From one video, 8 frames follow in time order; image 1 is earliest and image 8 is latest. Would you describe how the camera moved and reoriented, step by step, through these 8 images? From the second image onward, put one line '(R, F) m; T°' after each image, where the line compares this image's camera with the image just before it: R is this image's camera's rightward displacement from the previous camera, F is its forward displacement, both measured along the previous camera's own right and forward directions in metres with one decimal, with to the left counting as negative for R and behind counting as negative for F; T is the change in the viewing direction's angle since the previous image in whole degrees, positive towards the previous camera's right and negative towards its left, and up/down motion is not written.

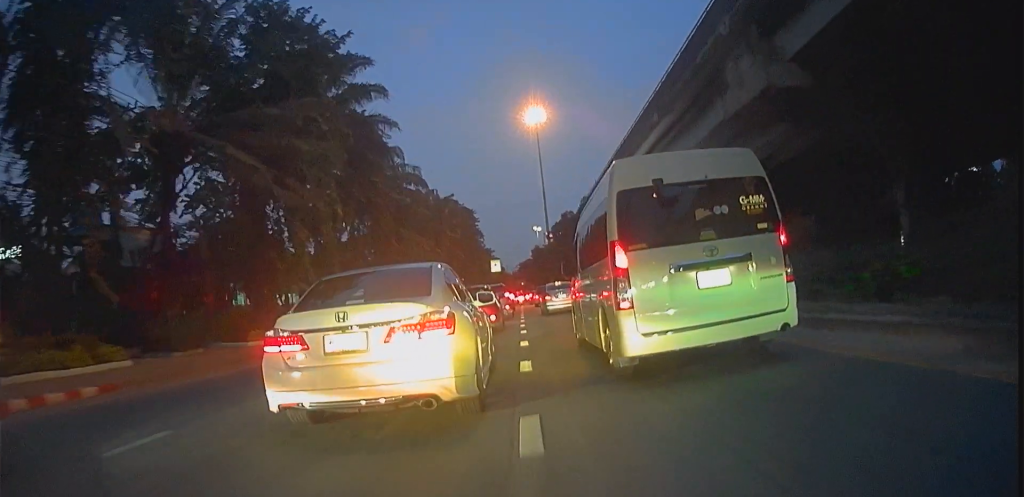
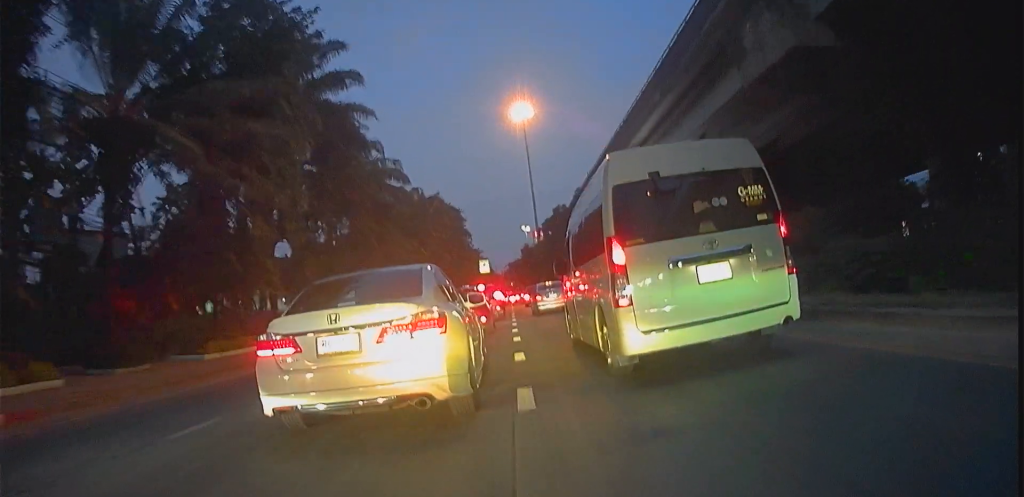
(0.0, +2.6) m; +1°
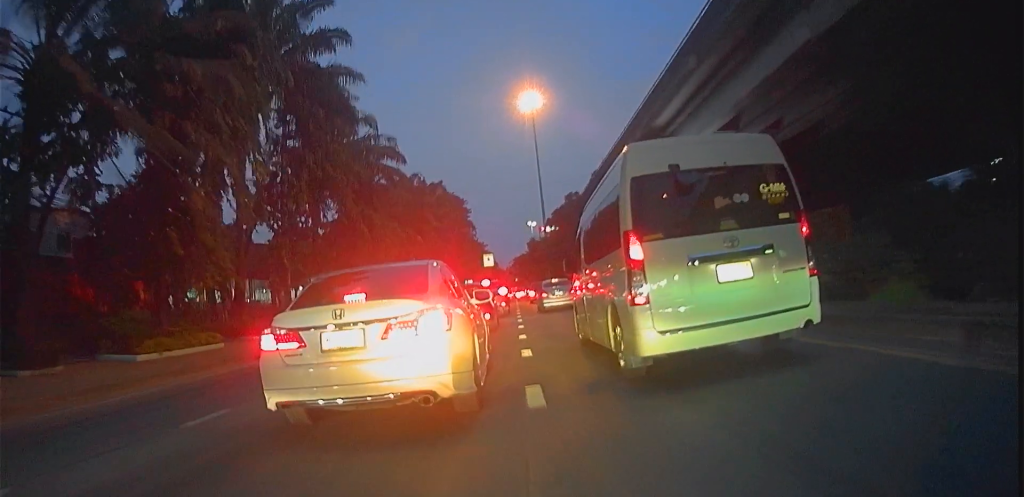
(+0.1, +3.9) m; +1°
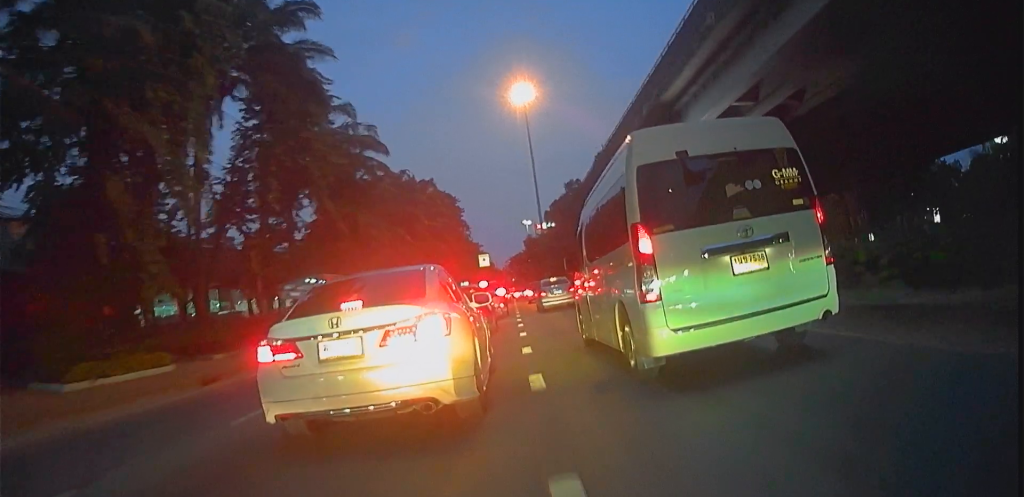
(0.0, +3.0) m; +1°
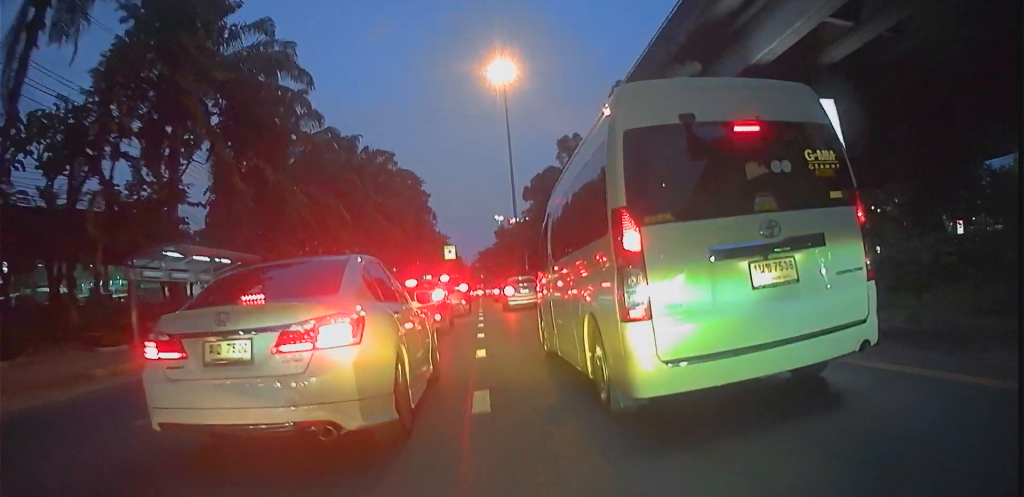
(0.0, +8.6) m; 0°
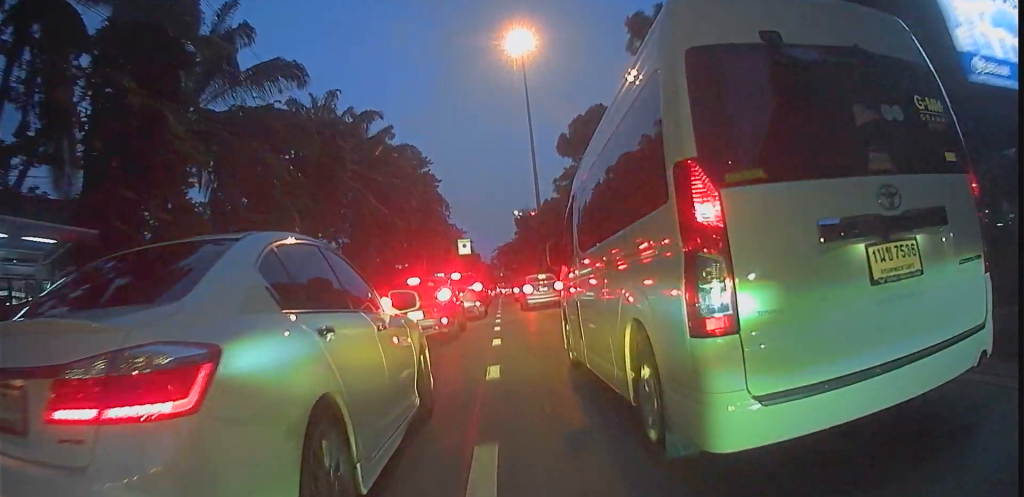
(+0.3, +10.4) m; -1°
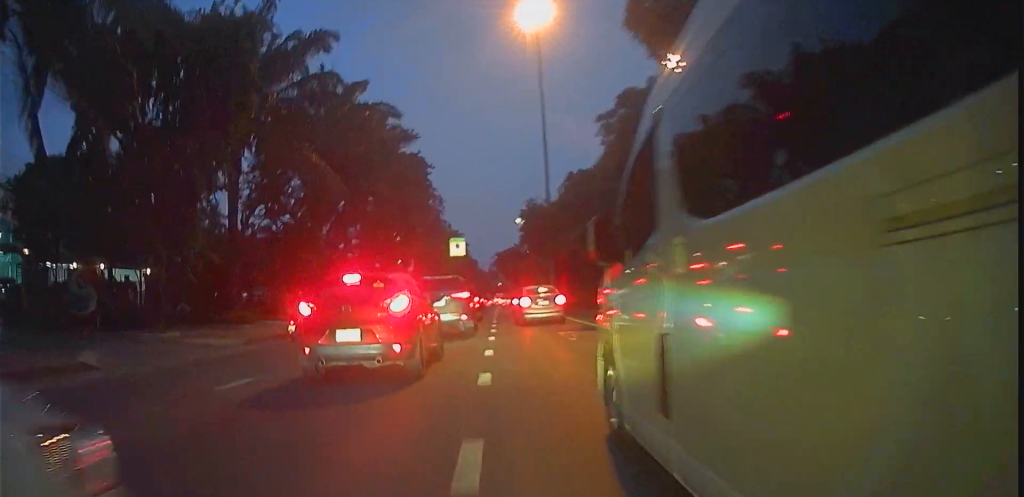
(-0.3, +12.6) m; +2°
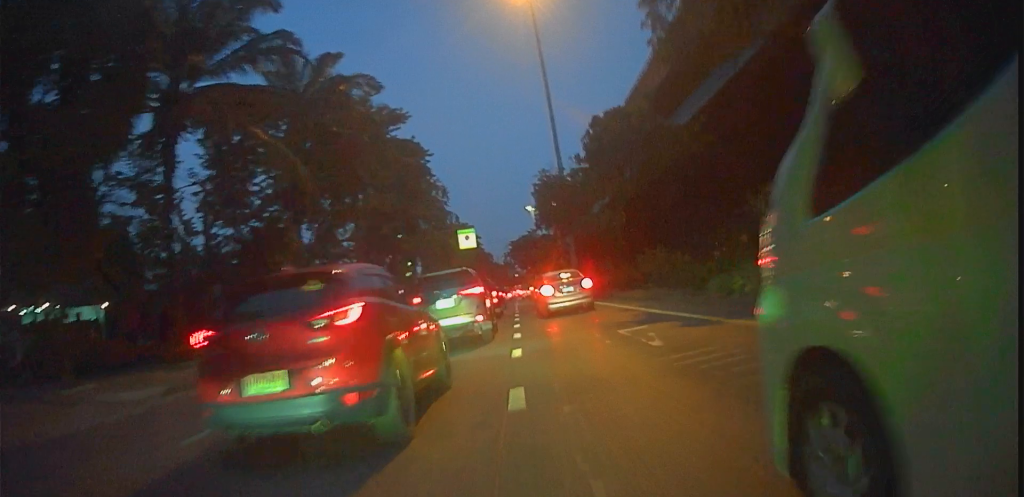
(+0.4, +5.5) m; +1°
